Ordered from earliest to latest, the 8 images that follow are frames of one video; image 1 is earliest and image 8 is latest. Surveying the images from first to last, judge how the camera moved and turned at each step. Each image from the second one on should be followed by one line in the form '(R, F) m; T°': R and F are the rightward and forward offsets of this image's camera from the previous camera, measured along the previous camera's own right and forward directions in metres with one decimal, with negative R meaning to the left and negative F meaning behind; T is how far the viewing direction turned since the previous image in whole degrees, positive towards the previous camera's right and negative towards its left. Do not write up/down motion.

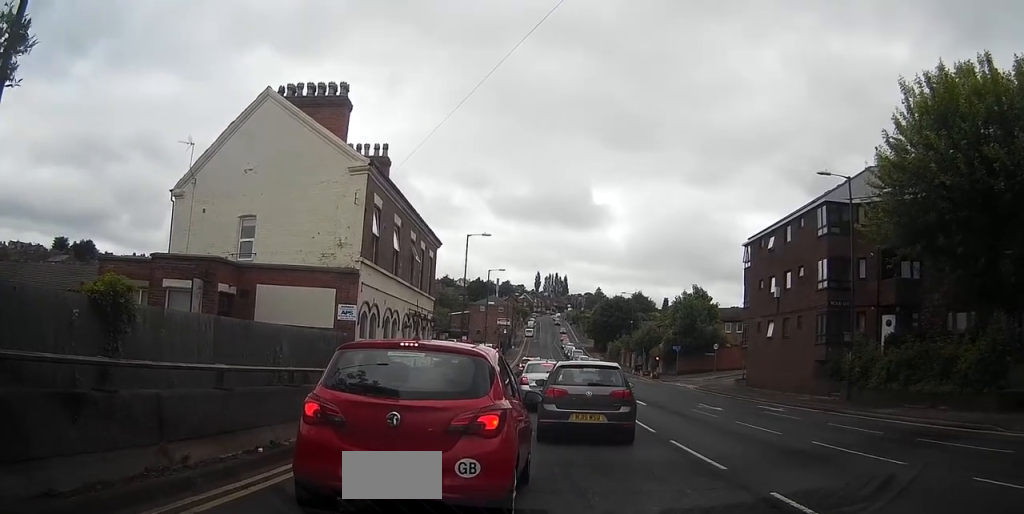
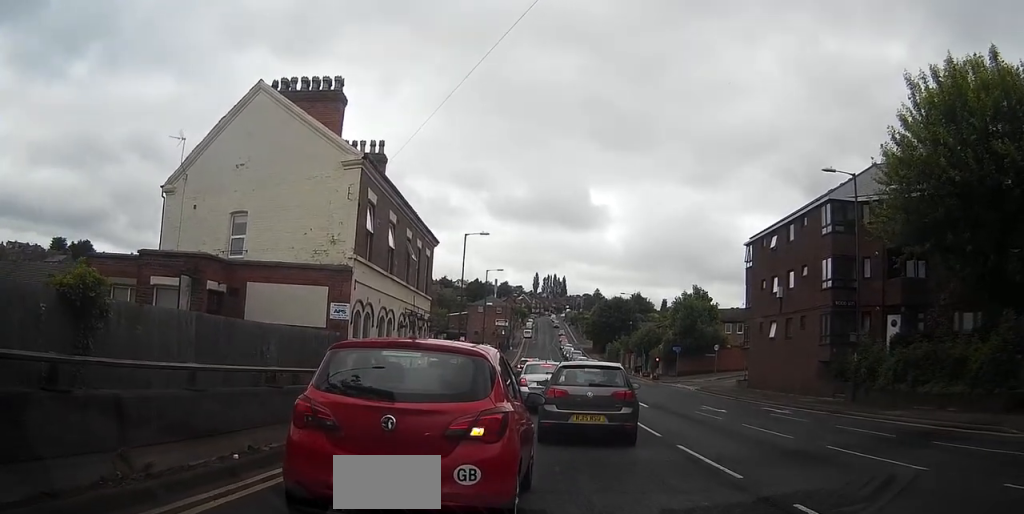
(-0.5, +1.0) m; 0°
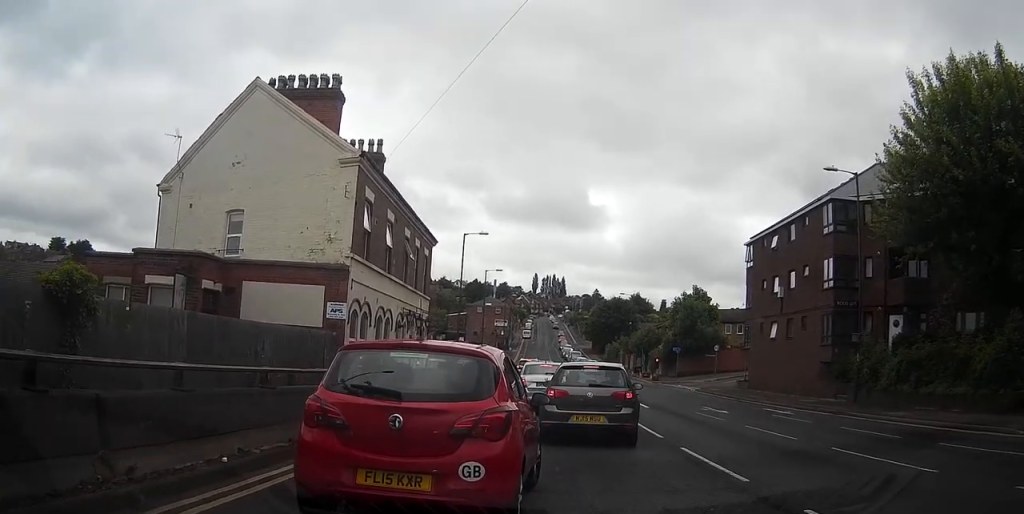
(-0.2, +0.4) m; 0°
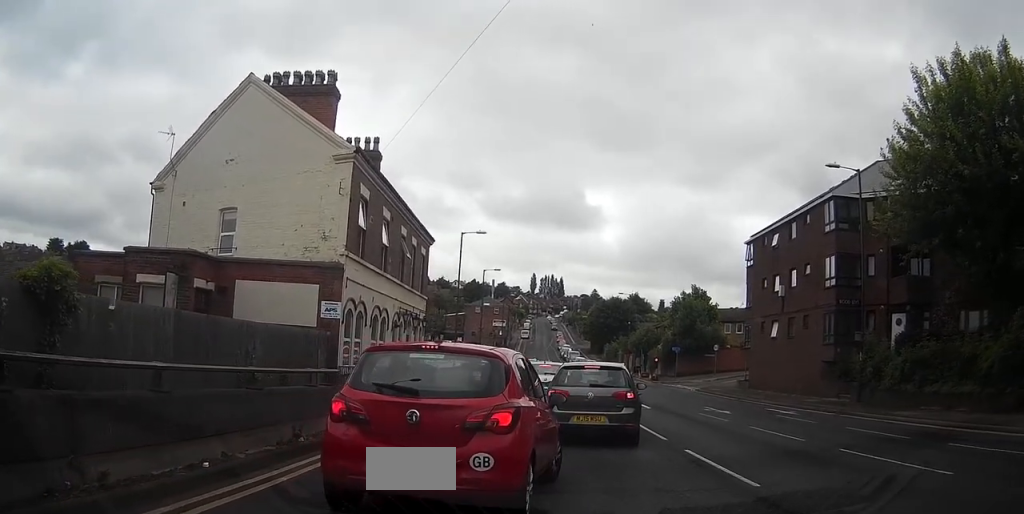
(-0.3, +0.4) m; 0°
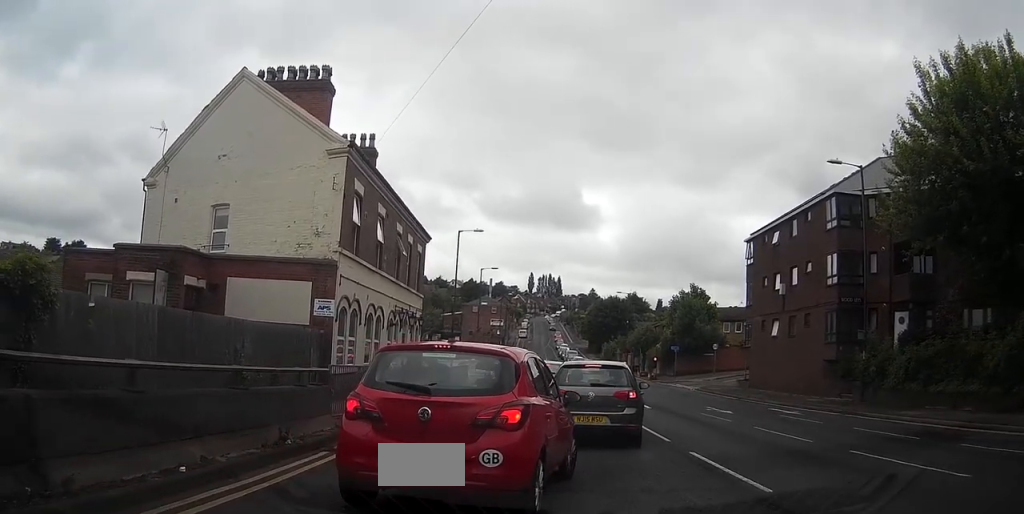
(-0.2, +0.4) m; 0°
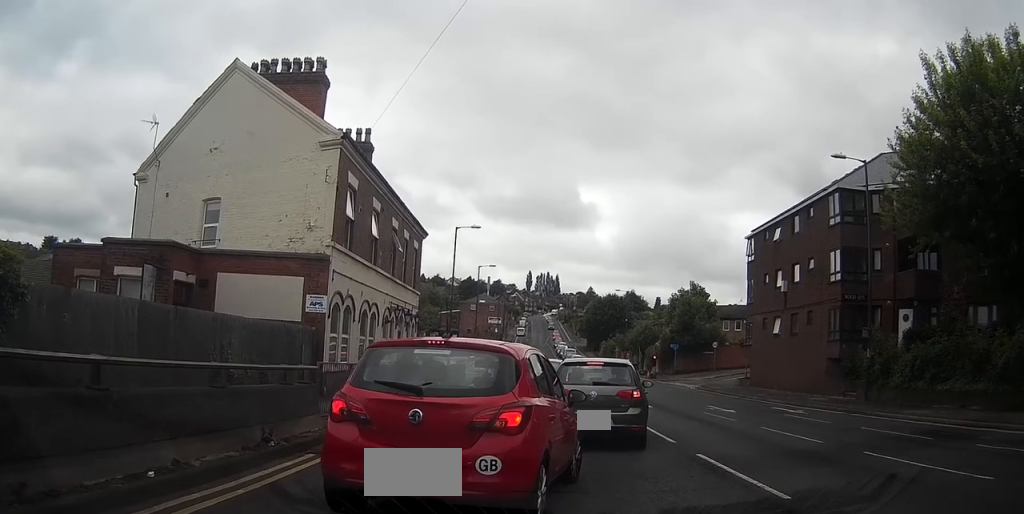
(-0.1, +0.6) m; 0°
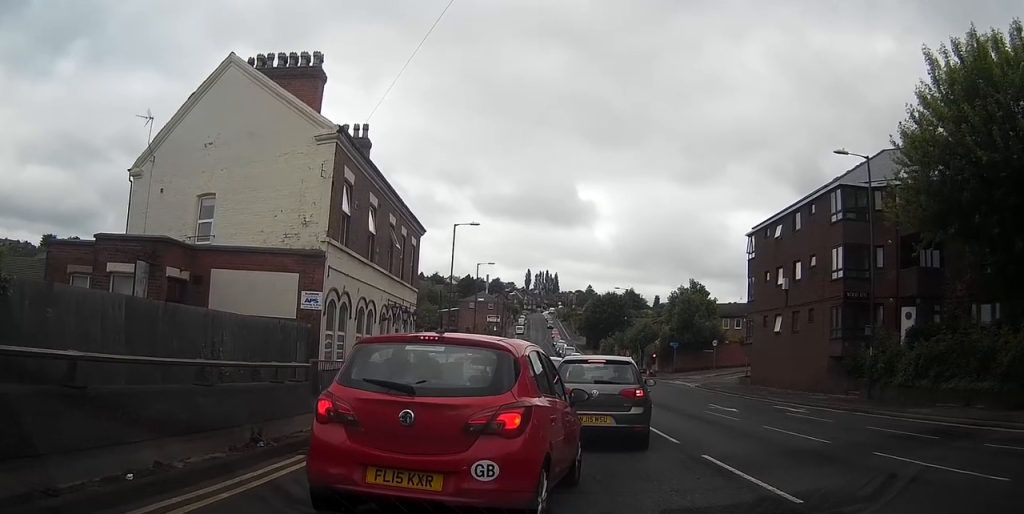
(0.0, +0.3) m; 0°
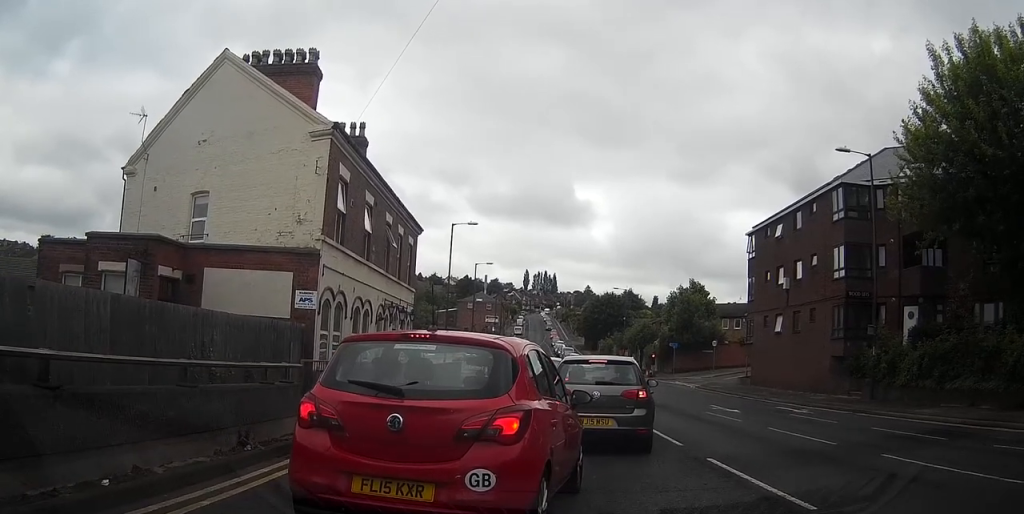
(0.0, +0.6) m; 0°
